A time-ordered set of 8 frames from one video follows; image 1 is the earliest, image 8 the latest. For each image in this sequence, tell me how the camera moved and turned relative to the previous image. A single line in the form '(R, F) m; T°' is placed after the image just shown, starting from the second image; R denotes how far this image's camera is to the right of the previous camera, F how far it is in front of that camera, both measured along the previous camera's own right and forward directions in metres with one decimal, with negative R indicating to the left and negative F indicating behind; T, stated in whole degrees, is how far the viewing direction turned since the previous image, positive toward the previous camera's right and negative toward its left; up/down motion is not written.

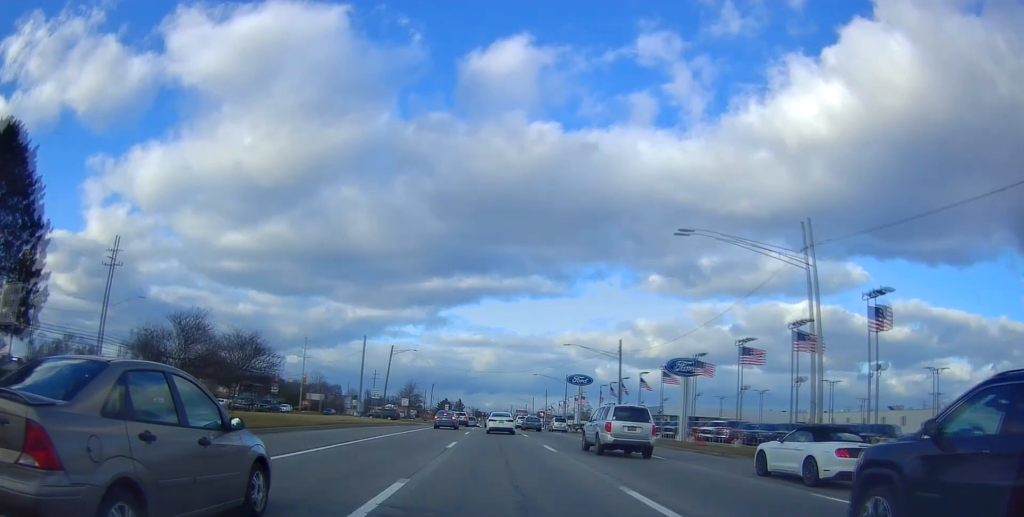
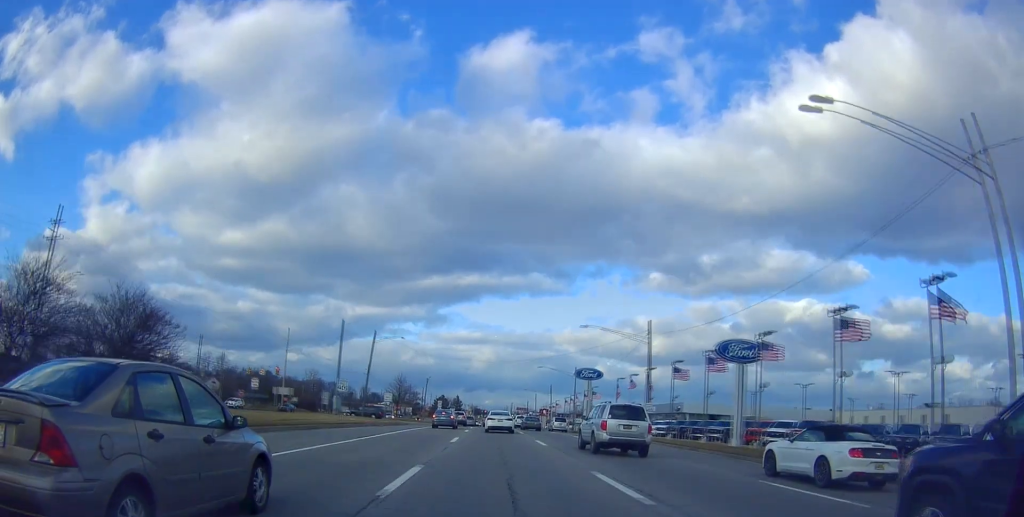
(+0.3, +12.3) m; +1°
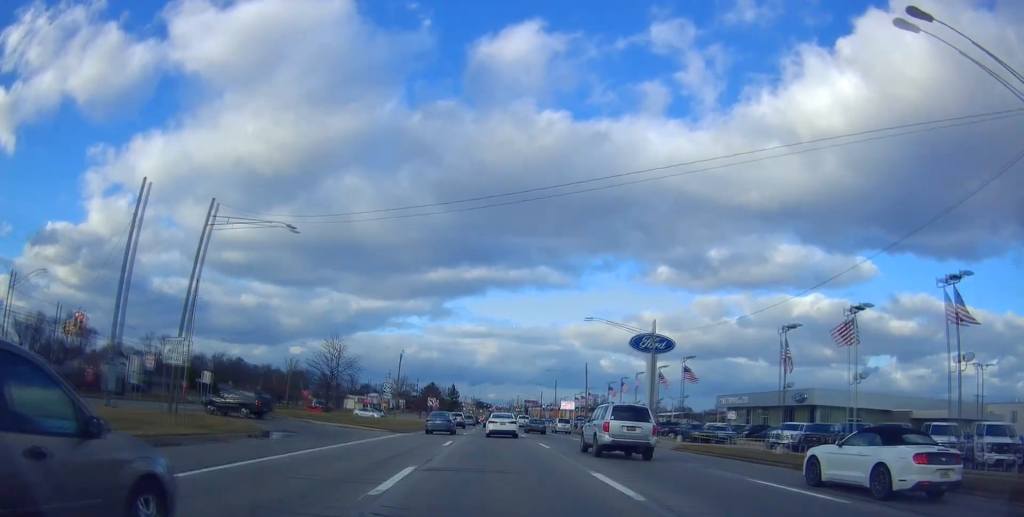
(+0.6, +45.1) m; -1°
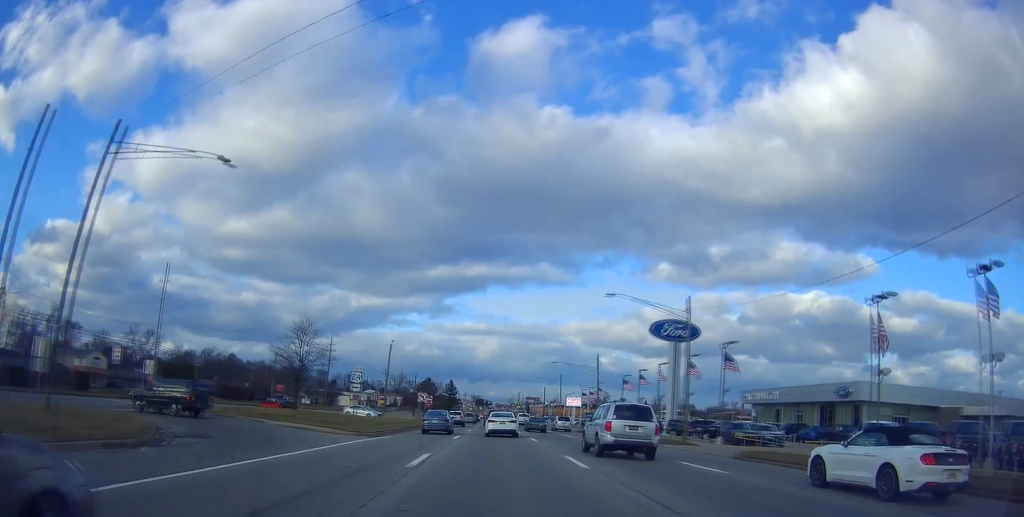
(-0.2, +9.4) m; 0°
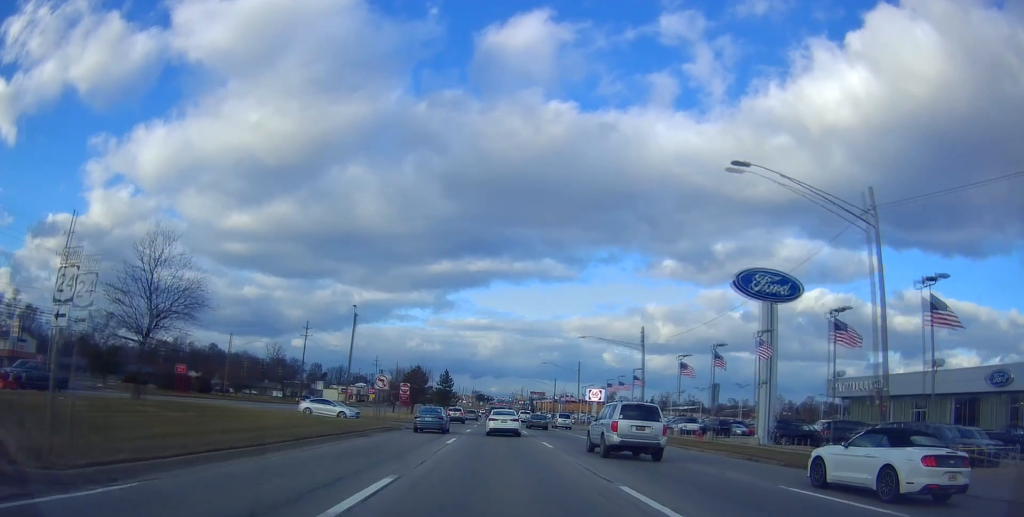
(-0.1, +23.0) m; +1°
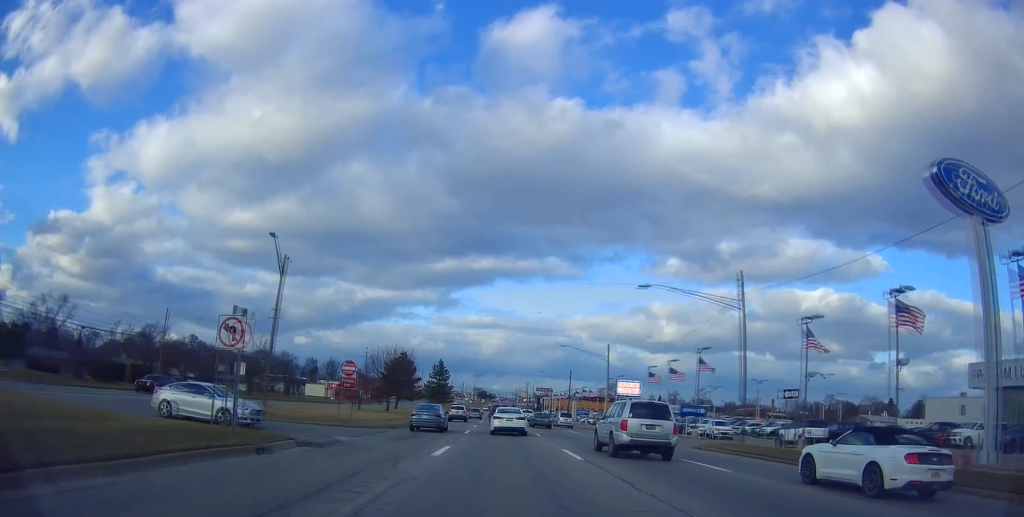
(+0.4, +22.6) m; -1°
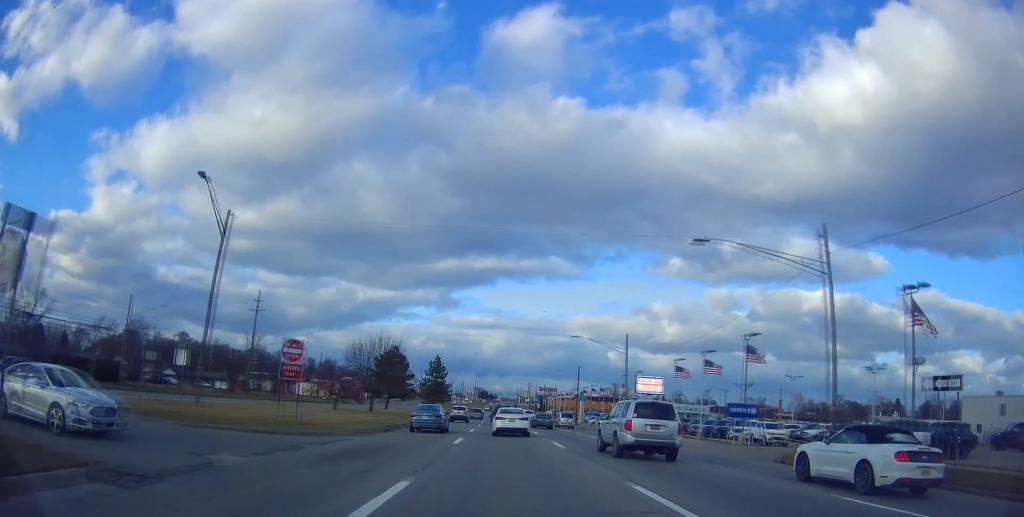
(-0.2, +9.7) m; -1°
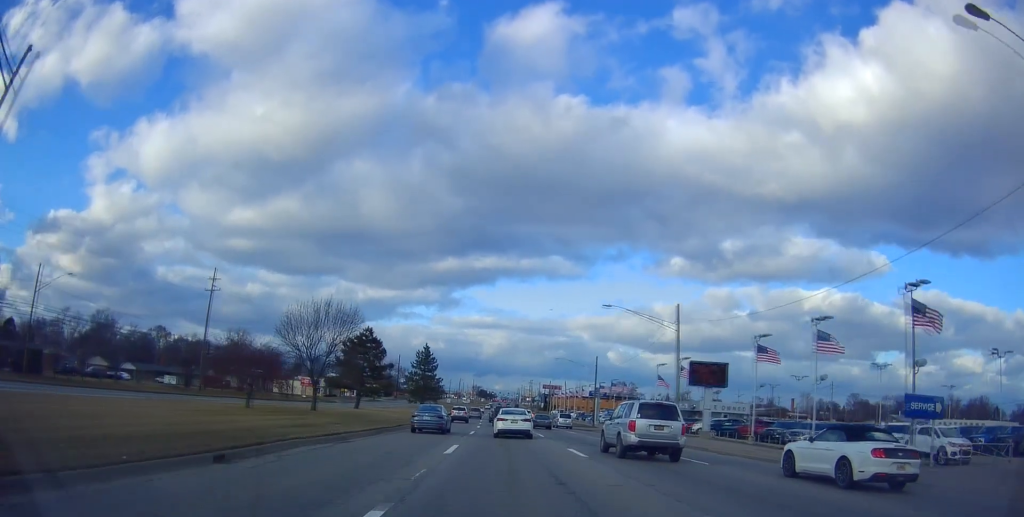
(-0.2, +18.6) m; +1°
